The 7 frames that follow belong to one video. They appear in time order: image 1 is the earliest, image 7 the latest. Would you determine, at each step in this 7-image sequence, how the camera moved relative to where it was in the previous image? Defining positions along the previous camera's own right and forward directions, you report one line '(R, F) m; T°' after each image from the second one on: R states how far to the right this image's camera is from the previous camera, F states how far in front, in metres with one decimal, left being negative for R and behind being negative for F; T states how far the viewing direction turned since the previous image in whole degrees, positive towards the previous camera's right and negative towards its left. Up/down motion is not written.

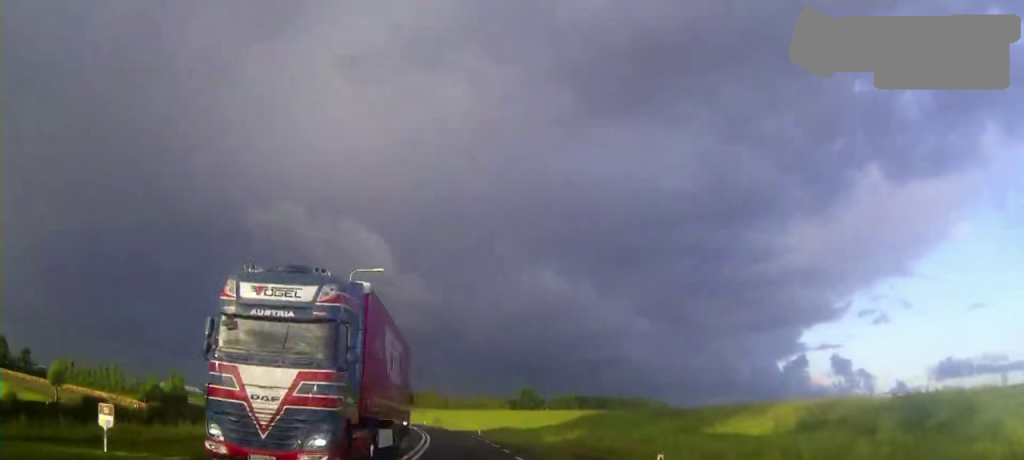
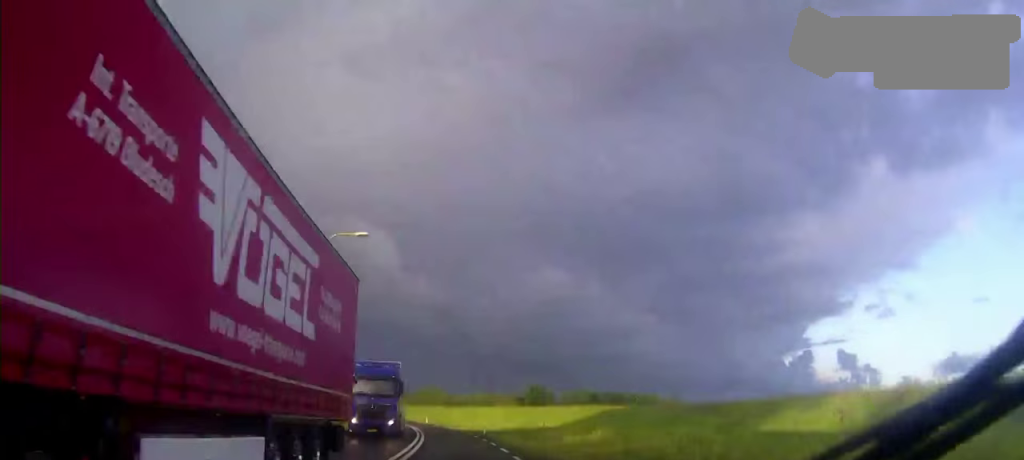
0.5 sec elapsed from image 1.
(+0.1, +7.2) m; -1°
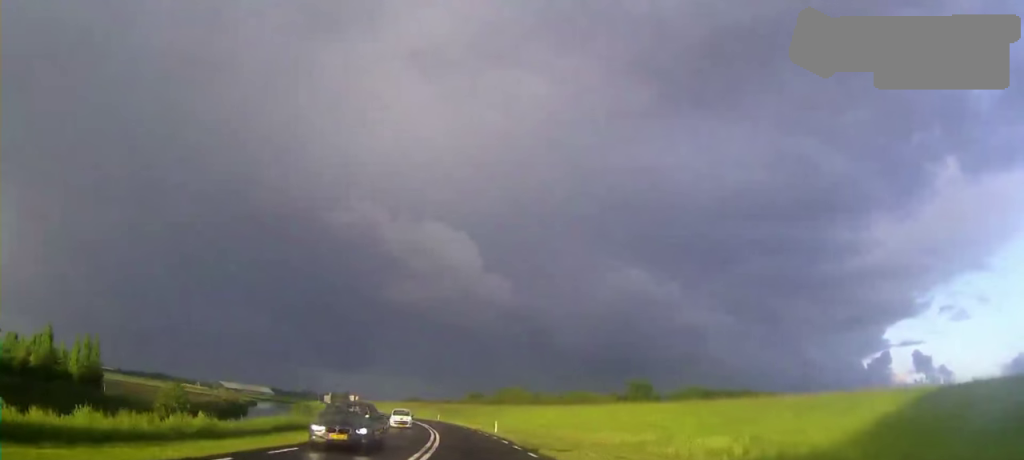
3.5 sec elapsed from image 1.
(-3.7, +49.9) m; -6°
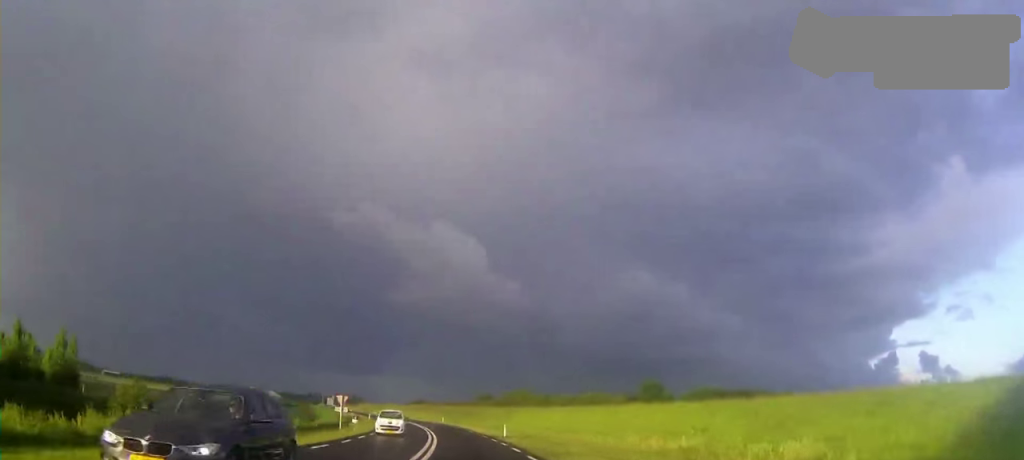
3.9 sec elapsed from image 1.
(0.0, +7.0) m; 0°
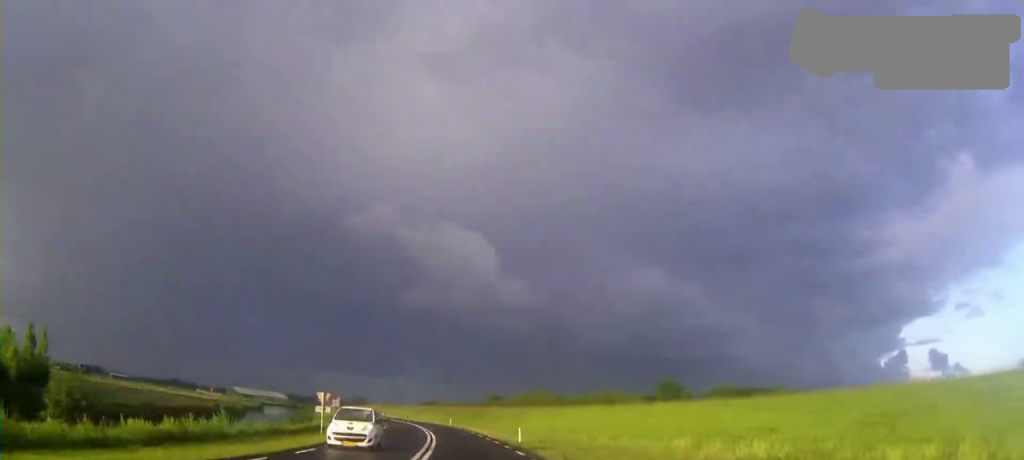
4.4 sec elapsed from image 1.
(0.0, +8.4) m; -1°
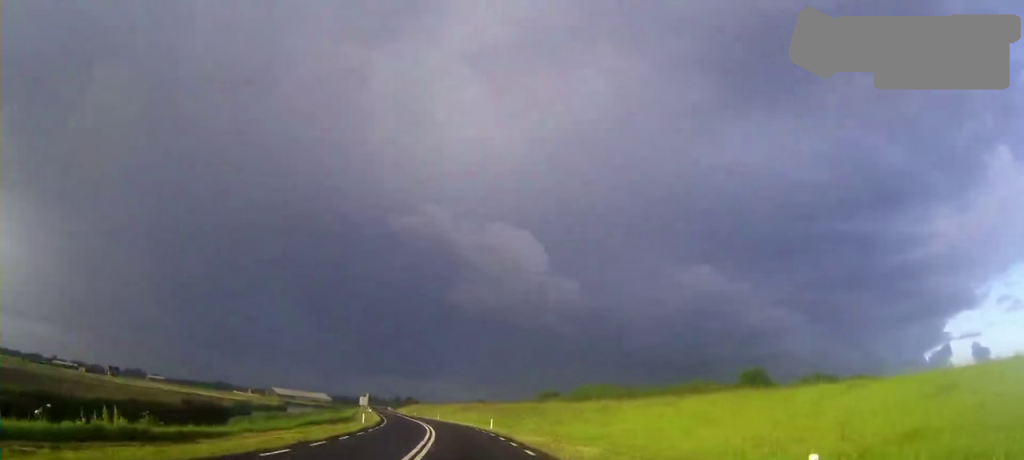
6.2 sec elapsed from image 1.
(-1.0, +33.3) m; -4°
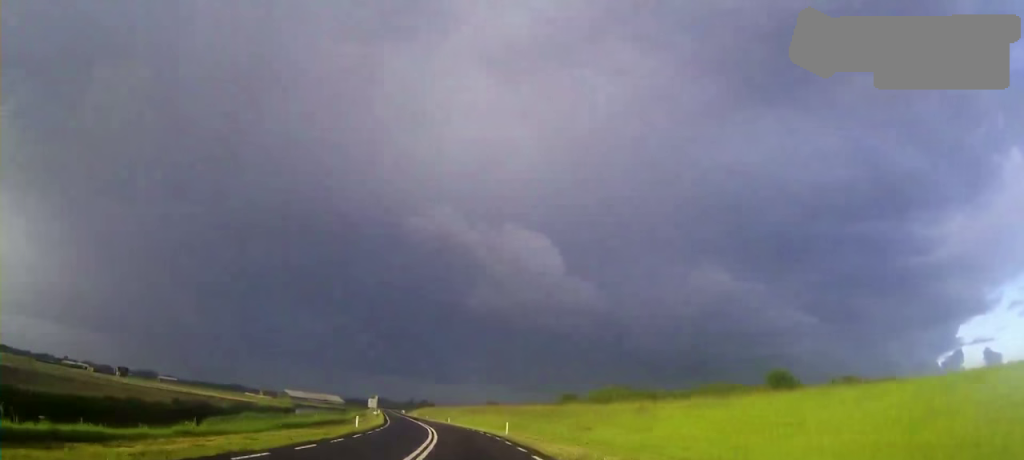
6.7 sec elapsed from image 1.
(0.0, +8.2) m; -1°
